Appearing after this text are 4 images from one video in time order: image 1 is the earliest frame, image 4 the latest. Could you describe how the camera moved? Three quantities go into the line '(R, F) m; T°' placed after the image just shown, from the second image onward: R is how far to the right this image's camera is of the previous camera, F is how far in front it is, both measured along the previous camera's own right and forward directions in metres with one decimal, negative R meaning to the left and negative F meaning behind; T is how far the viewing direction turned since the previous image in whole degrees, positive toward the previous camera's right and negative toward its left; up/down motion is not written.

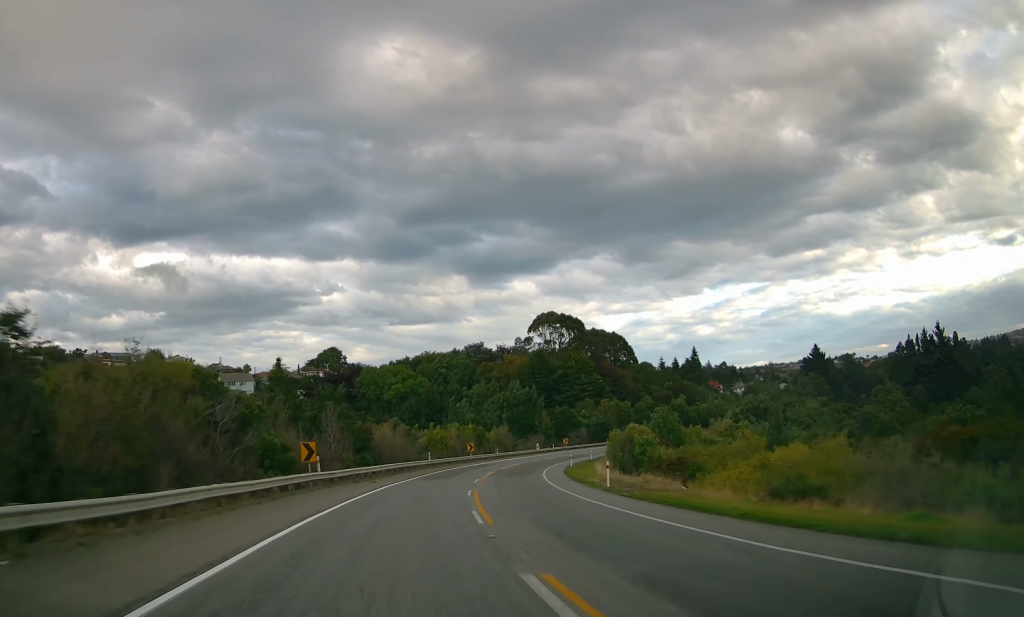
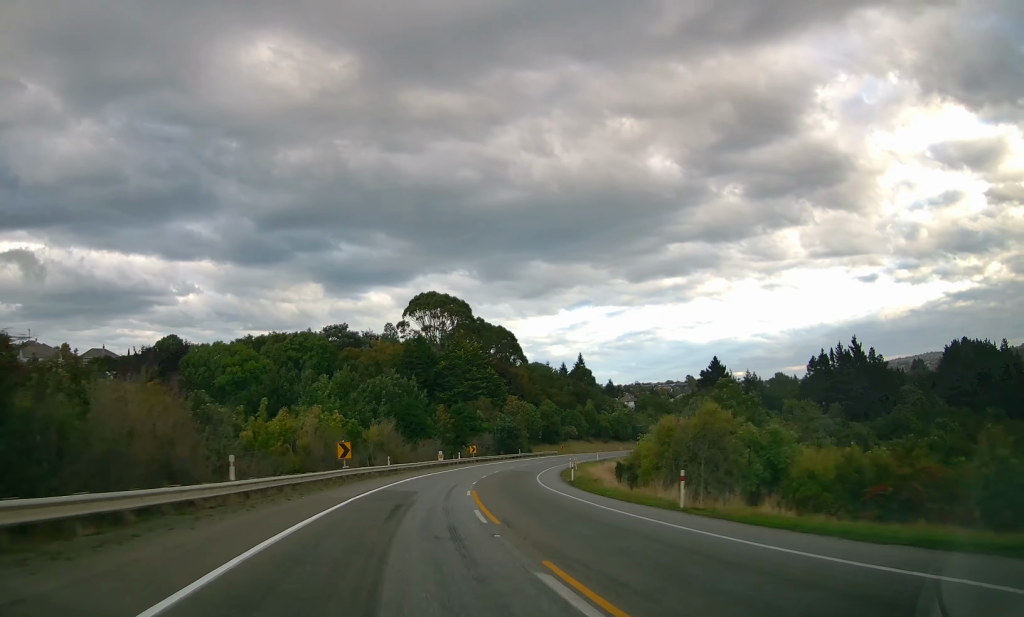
(+4.2, +39.4) m; +10°
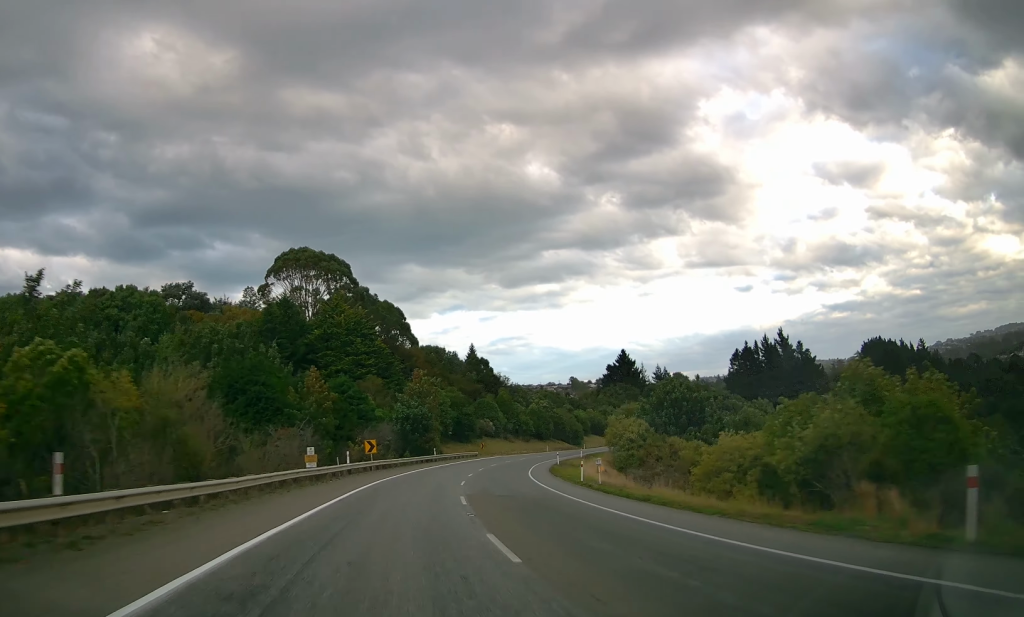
(+3.8, +35.8) m; +12°
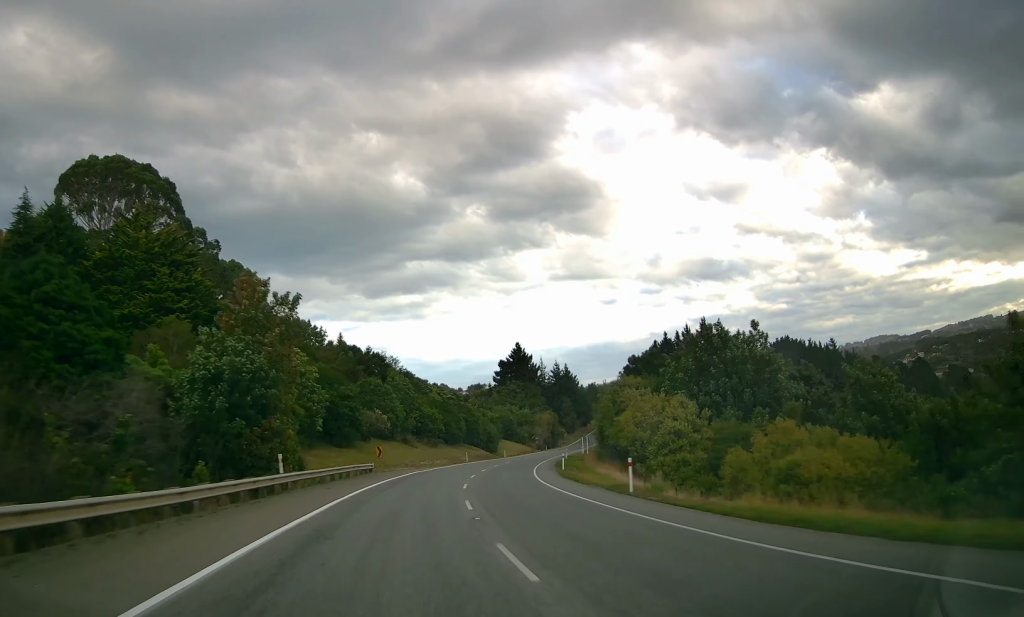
(+3.5, +41.4) m; +10°
